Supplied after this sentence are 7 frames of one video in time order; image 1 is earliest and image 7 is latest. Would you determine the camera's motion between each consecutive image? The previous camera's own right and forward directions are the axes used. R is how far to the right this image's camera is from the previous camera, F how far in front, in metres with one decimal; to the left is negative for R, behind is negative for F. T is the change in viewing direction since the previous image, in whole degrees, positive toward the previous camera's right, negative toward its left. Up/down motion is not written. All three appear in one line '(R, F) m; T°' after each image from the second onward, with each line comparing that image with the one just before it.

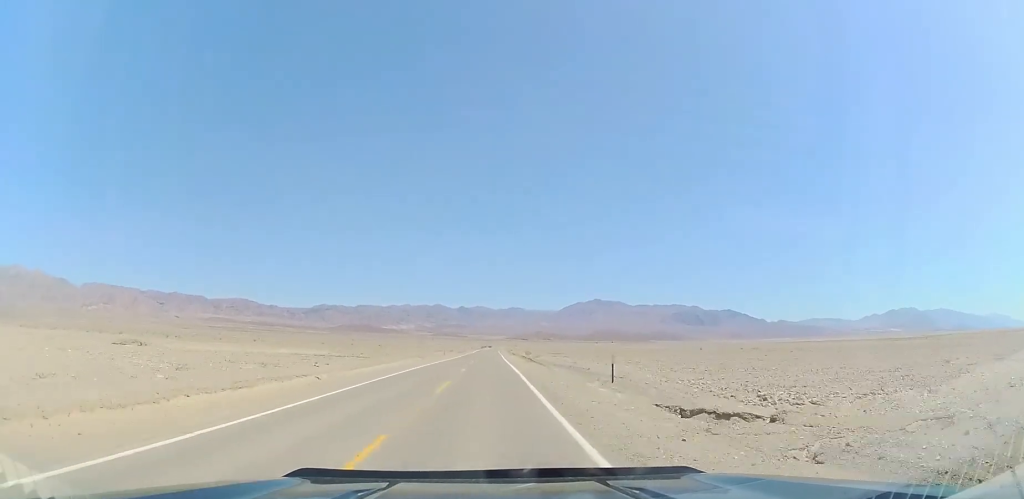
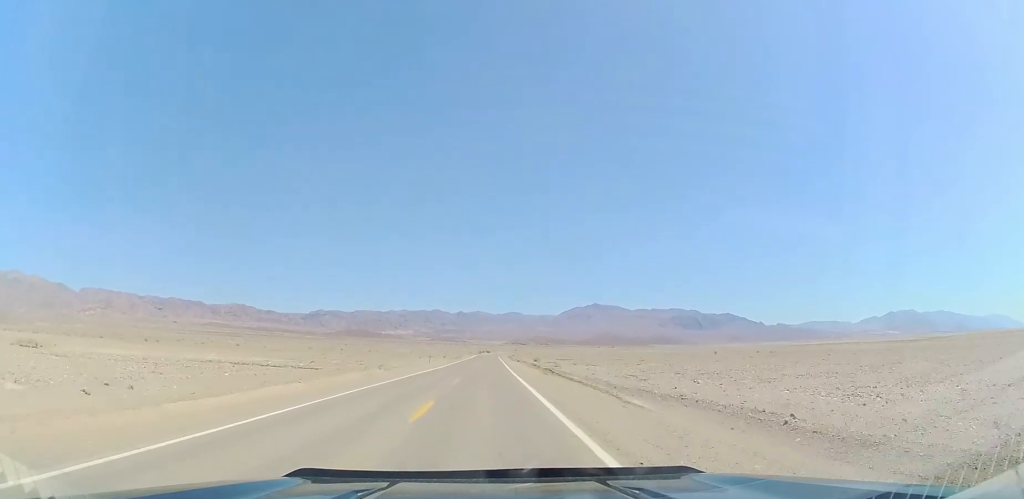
(0.0, +22.0) m; 0°
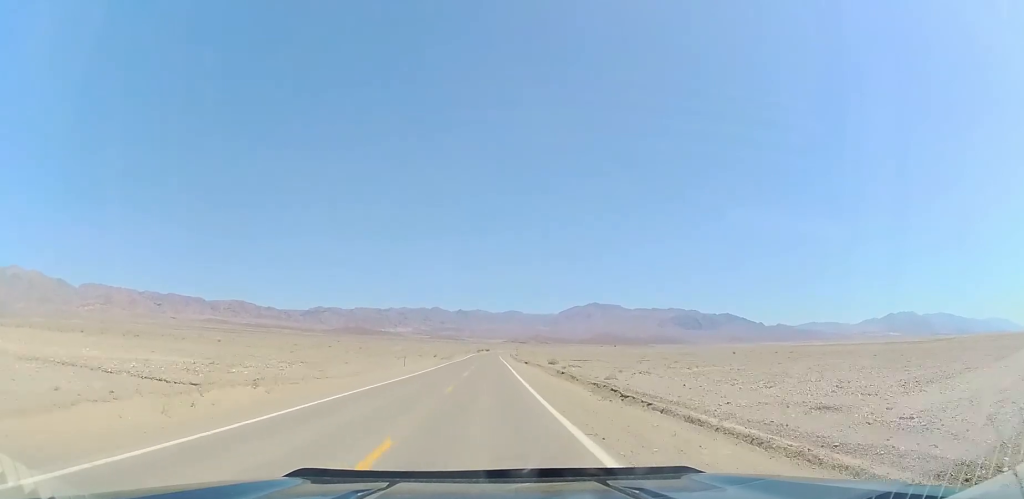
(+0.3, +21.9) m; 0°
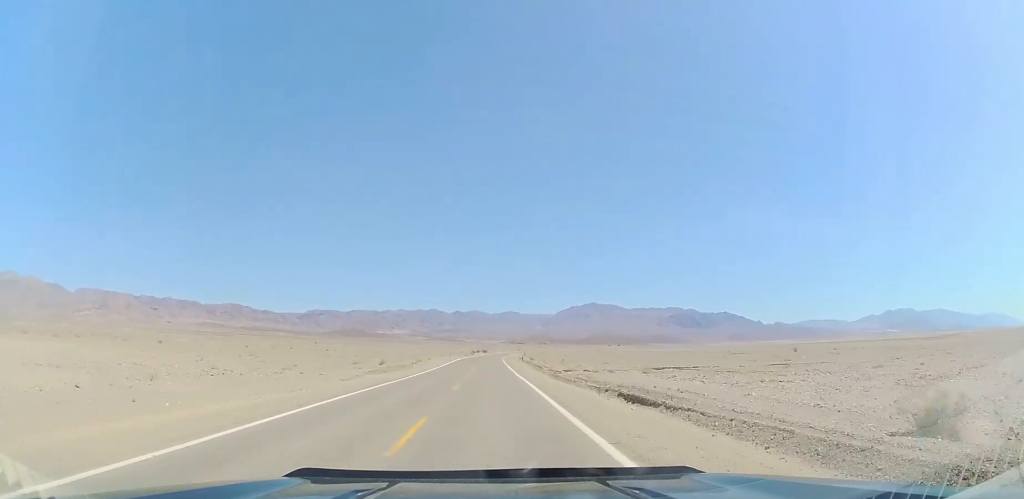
(-0.2, +55.3) m; +1°
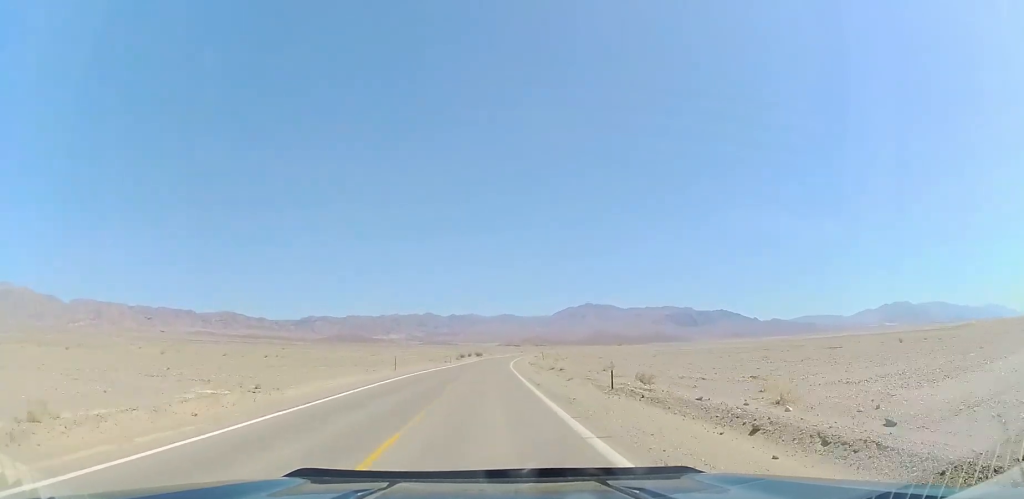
(+0.3, +60.9) m; 0°
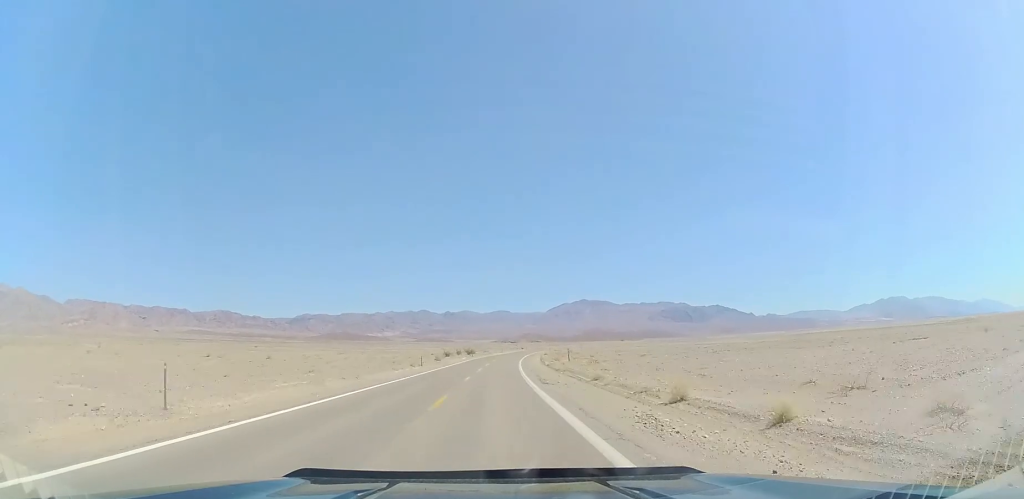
(0.0, +34.8) m; +1°
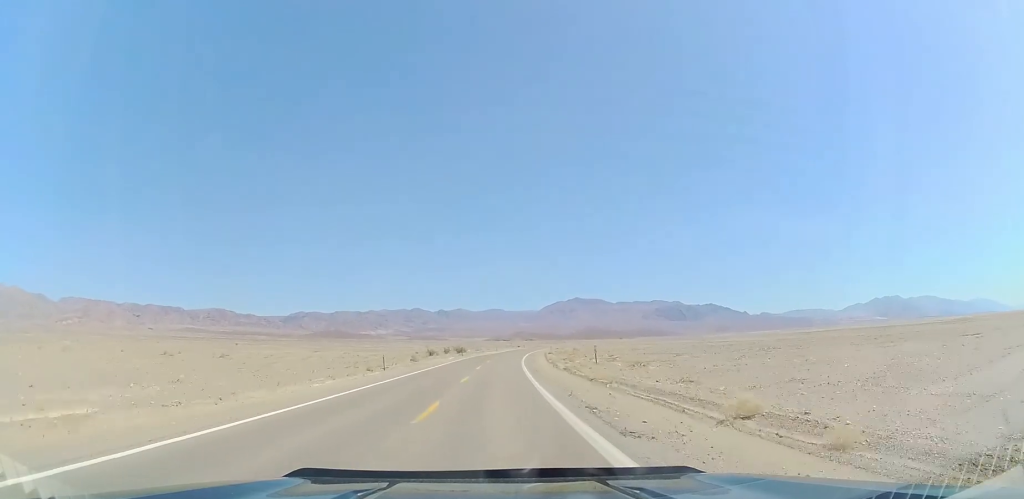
(+0.1, +17.9) m; +1°
